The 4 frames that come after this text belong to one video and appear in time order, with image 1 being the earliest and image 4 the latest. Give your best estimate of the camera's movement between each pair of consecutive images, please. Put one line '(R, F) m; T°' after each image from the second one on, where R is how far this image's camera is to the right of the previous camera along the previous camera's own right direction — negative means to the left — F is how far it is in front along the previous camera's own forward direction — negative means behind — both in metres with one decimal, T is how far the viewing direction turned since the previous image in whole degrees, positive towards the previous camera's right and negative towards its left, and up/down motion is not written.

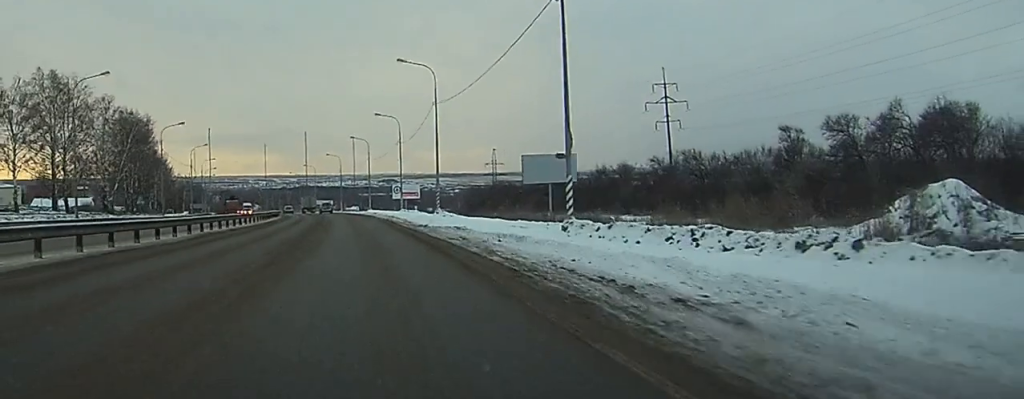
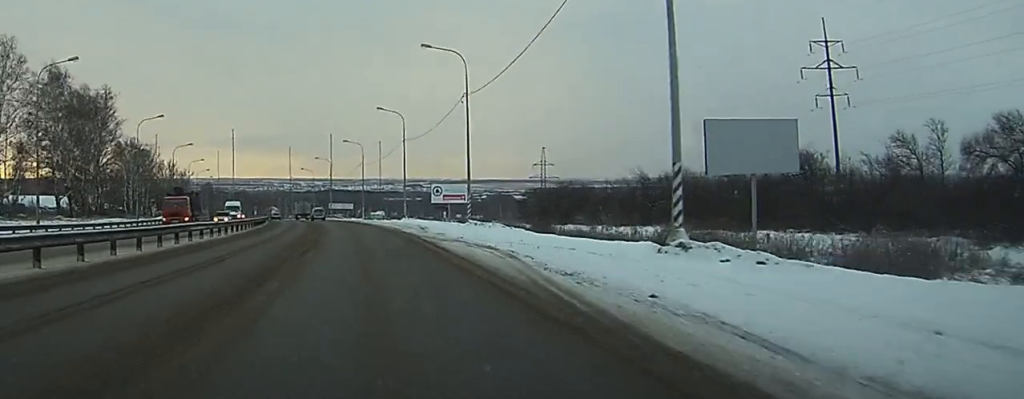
(-0.4, +46.3) m; -1°
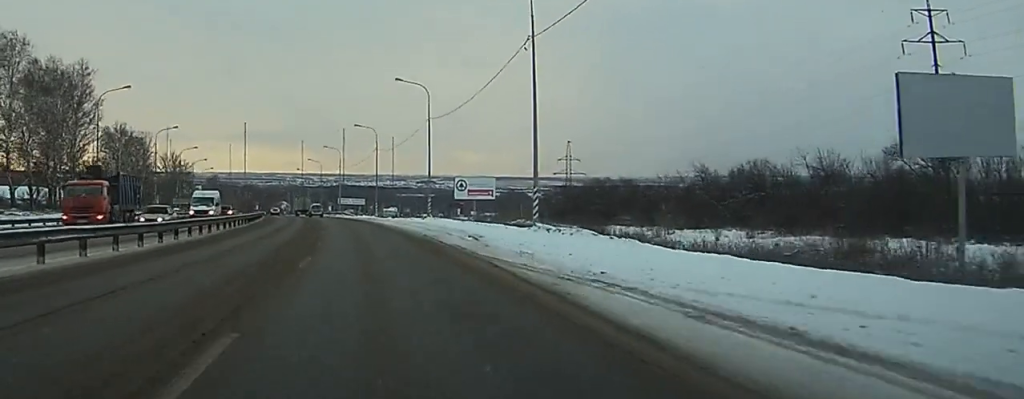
(0.0, +18.2) m; 0°
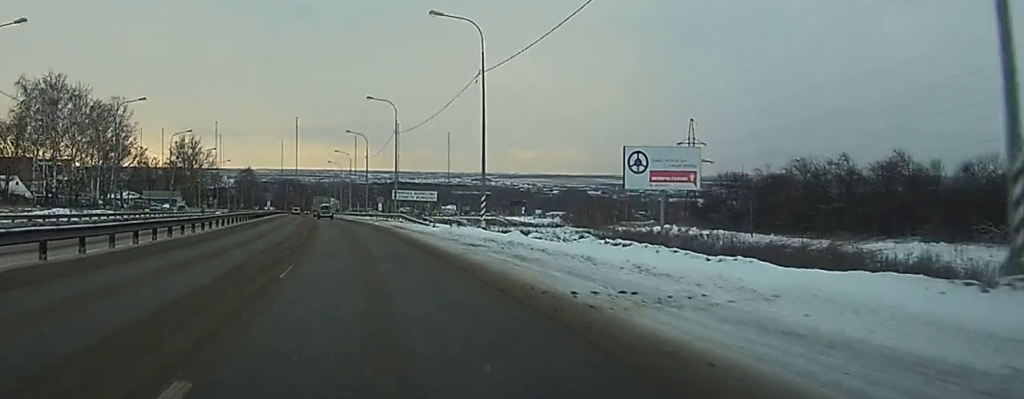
(-1.6, +62.1) m; -4°
